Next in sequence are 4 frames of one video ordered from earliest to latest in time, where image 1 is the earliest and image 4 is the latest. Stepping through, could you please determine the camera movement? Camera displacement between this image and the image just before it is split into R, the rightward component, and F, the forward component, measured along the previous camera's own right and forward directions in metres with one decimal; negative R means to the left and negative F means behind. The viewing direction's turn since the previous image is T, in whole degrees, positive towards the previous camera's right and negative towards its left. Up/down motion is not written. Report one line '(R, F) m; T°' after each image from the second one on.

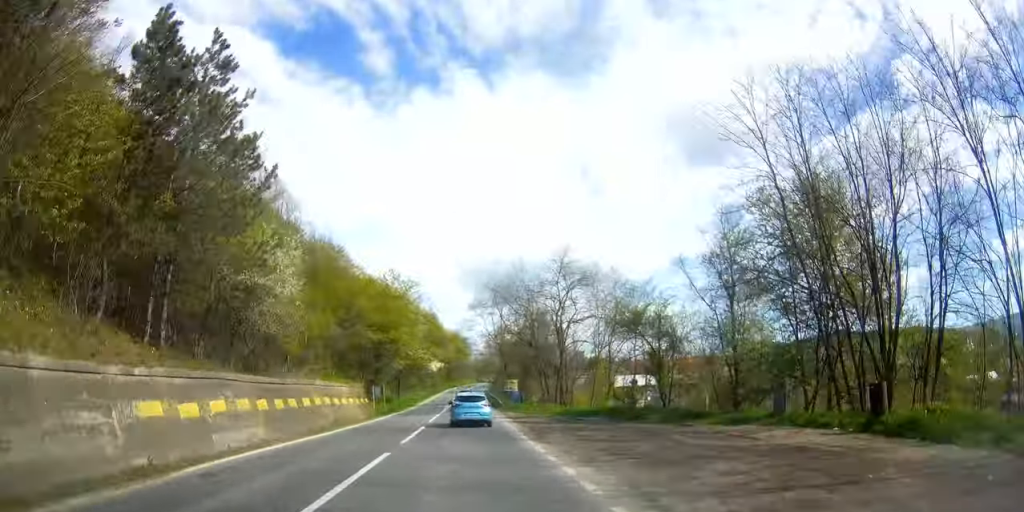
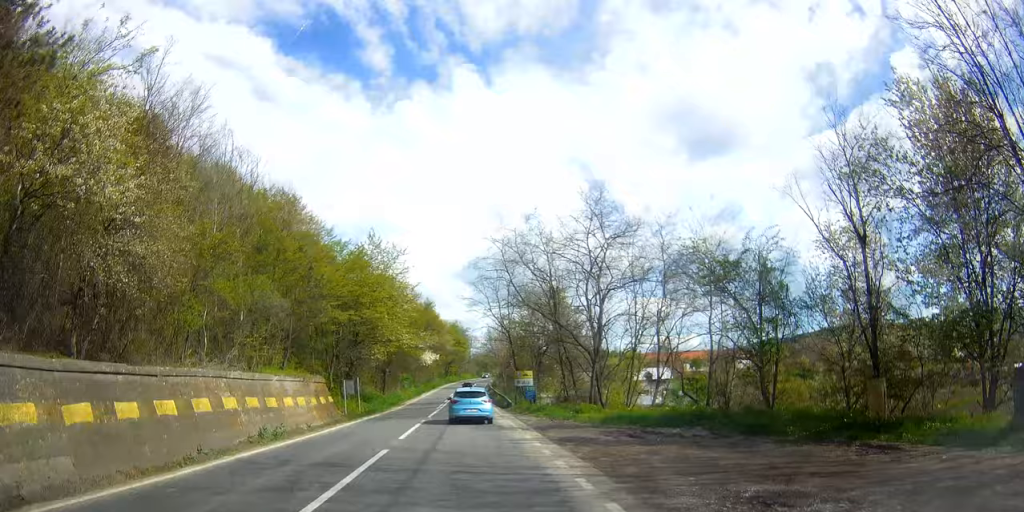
(+0.1, +13.6) m; 0°
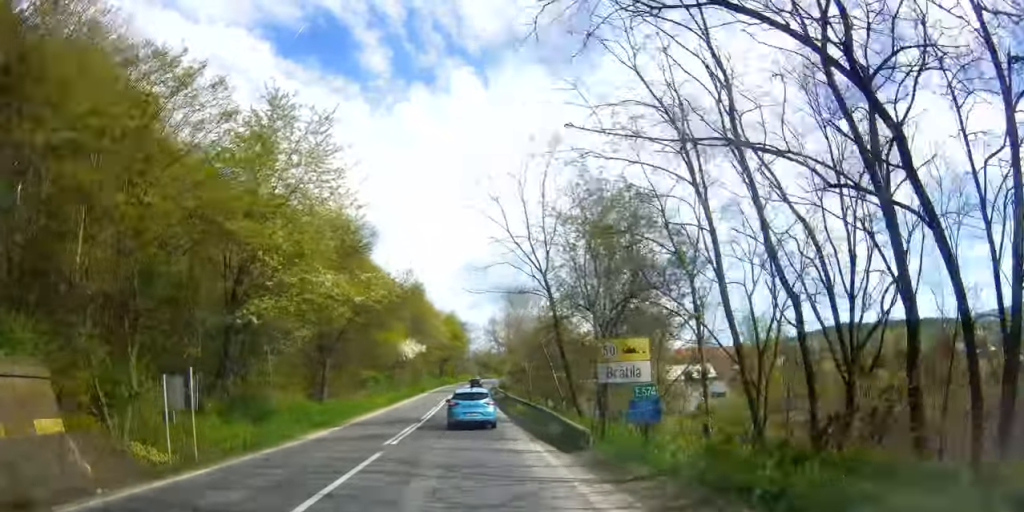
(-0.4, +25.1) m; -1°
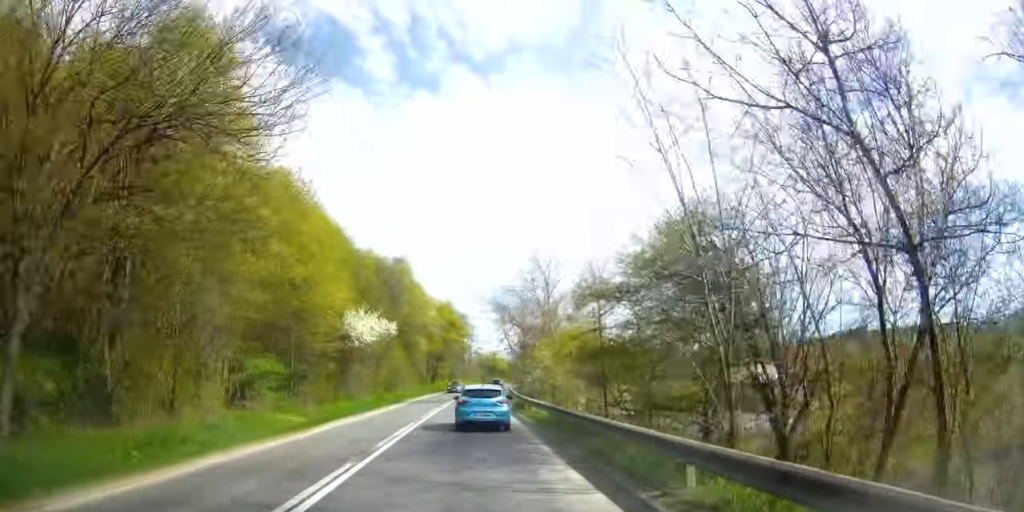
(0.0, +23.8) m; 0°
